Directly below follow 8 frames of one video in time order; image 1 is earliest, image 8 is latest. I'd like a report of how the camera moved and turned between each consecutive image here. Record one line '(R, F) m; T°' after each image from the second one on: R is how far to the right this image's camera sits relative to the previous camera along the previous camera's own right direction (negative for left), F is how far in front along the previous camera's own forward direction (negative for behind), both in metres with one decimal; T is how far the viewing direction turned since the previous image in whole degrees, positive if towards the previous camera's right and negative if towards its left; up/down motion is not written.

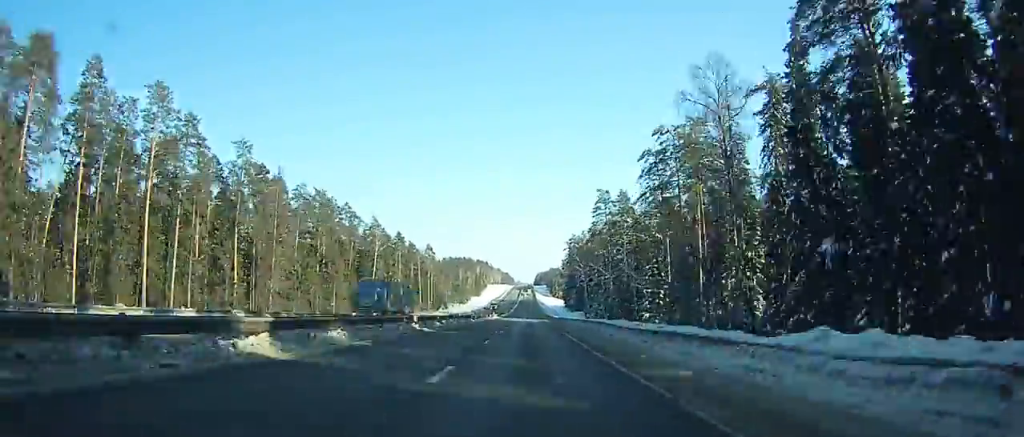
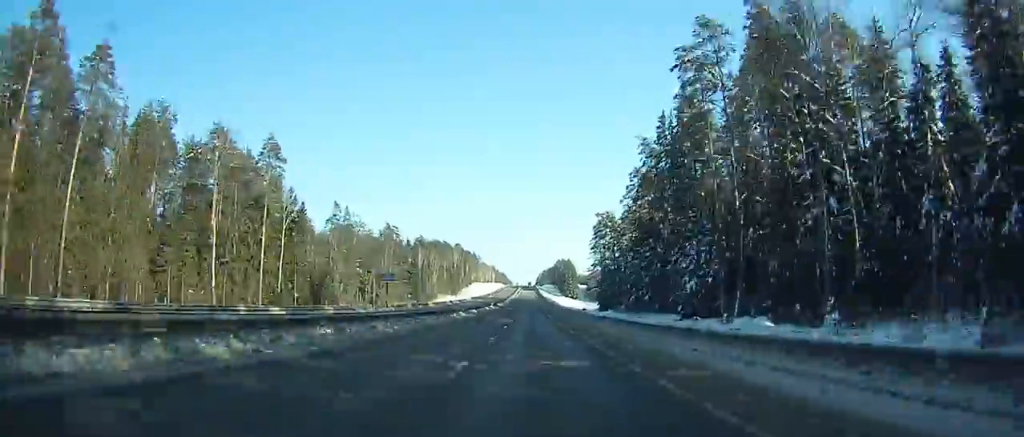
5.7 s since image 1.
(-2.8, +160.4) m; -2°
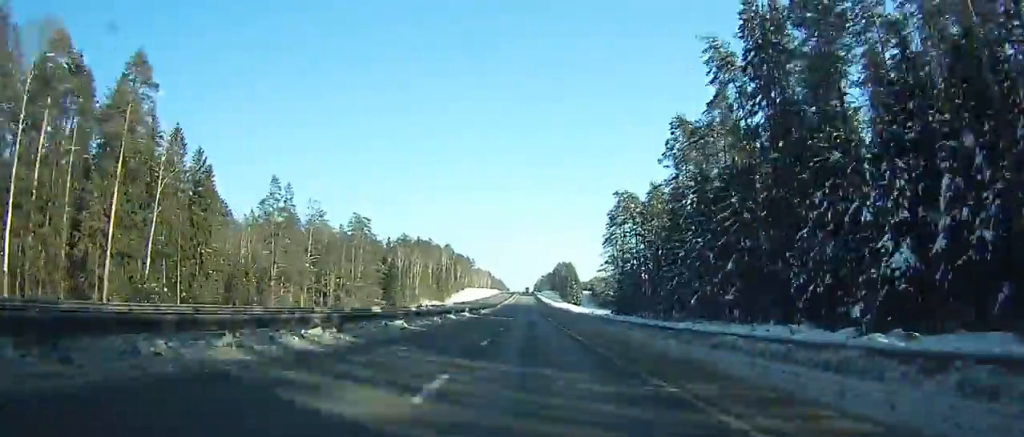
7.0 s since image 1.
(+0.5, +35.9) m; 0°
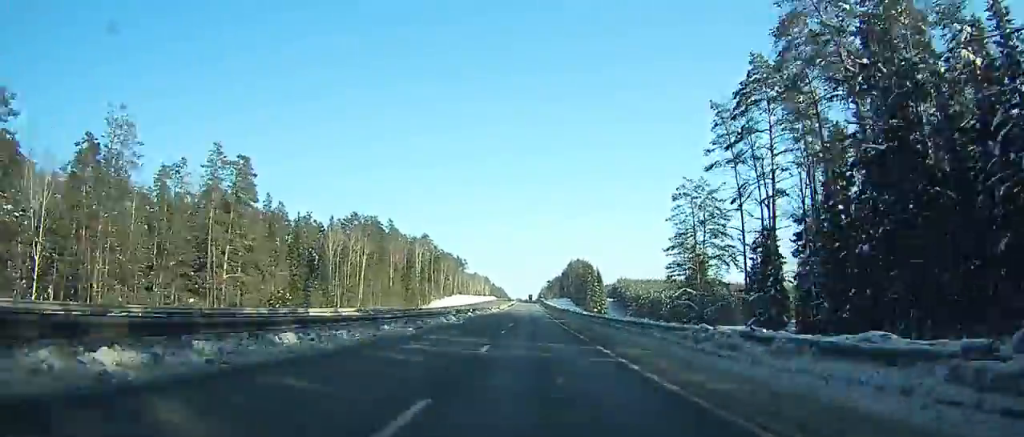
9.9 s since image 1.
(-1.2, +81.1) m; +1°
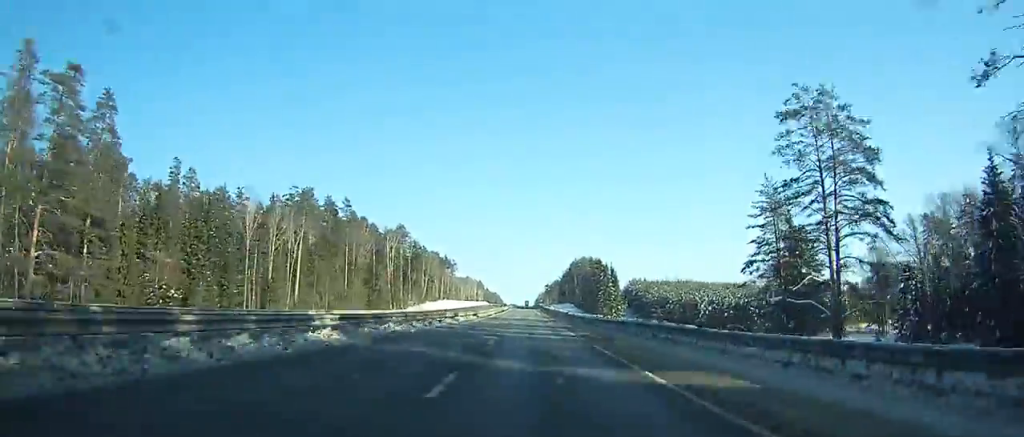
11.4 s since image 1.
(+0.8, +46.0) m; +1°
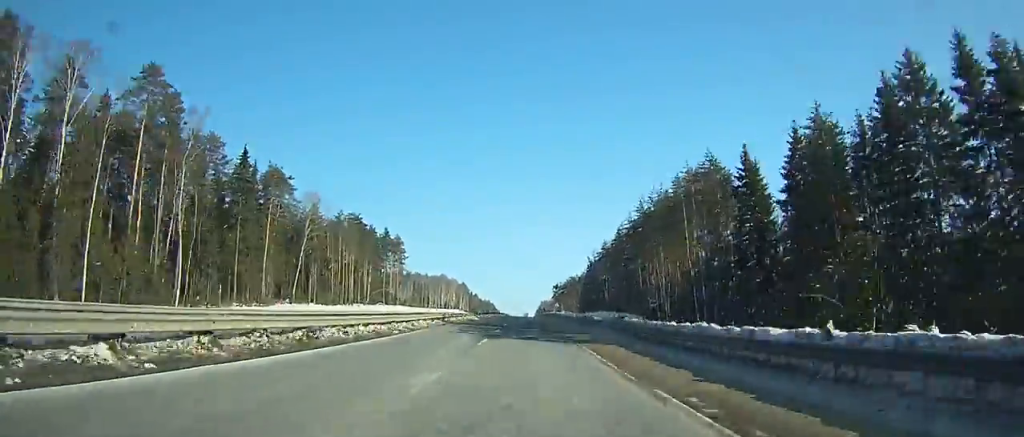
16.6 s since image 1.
(+2.2, +165.9) m; 0°
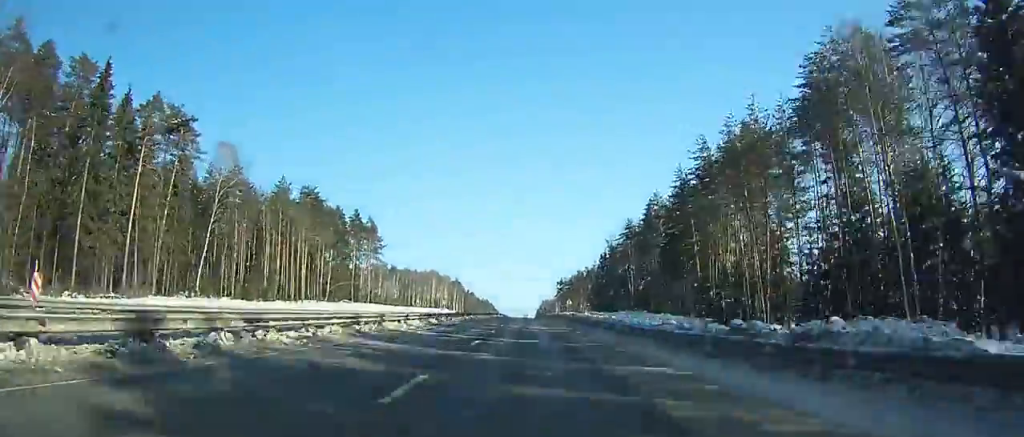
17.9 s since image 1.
(0.0, +40.0) m; 0°
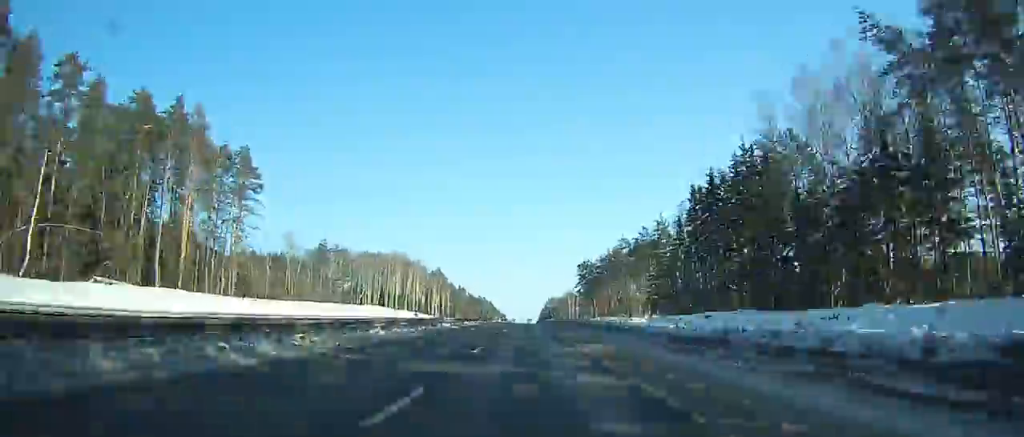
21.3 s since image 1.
(-0.5, +102.2) m; 0°
